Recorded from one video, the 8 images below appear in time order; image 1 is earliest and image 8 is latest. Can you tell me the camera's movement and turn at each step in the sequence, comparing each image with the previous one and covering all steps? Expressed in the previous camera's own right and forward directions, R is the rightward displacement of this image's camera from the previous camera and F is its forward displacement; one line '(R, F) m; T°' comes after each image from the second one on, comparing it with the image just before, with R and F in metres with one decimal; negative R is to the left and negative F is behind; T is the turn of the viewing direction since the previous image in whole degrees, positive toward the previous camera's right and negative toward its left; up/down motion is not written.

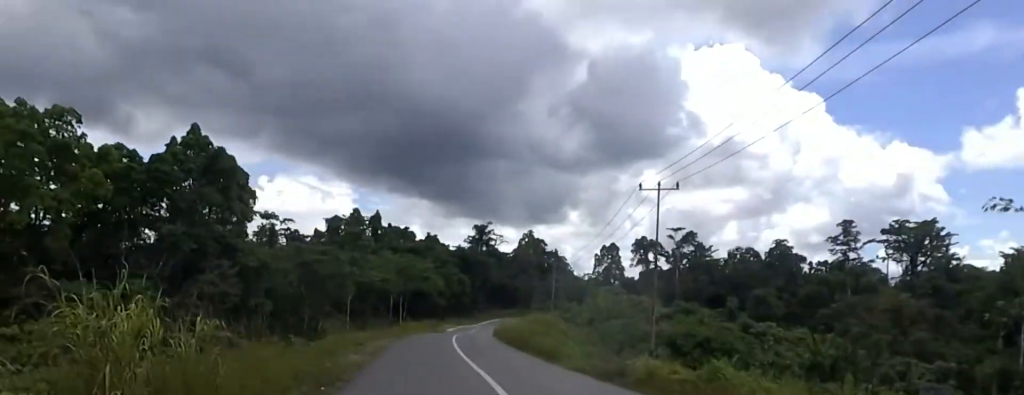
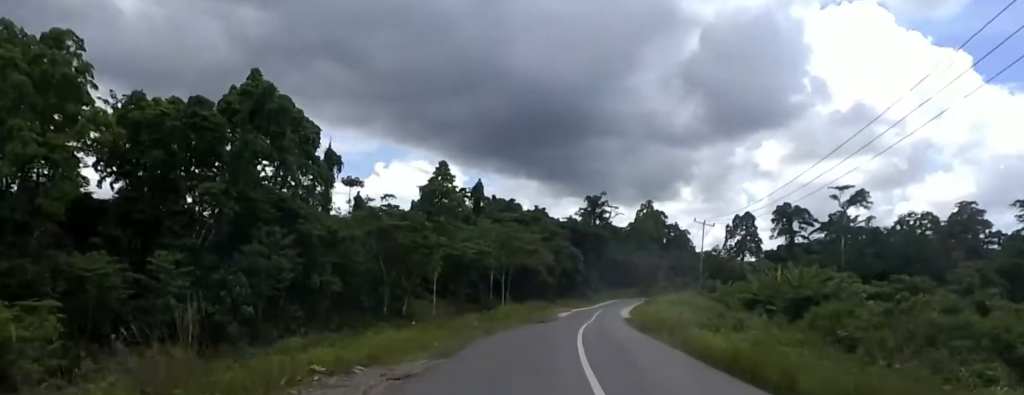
(+0.7, +17.8) m; +5°
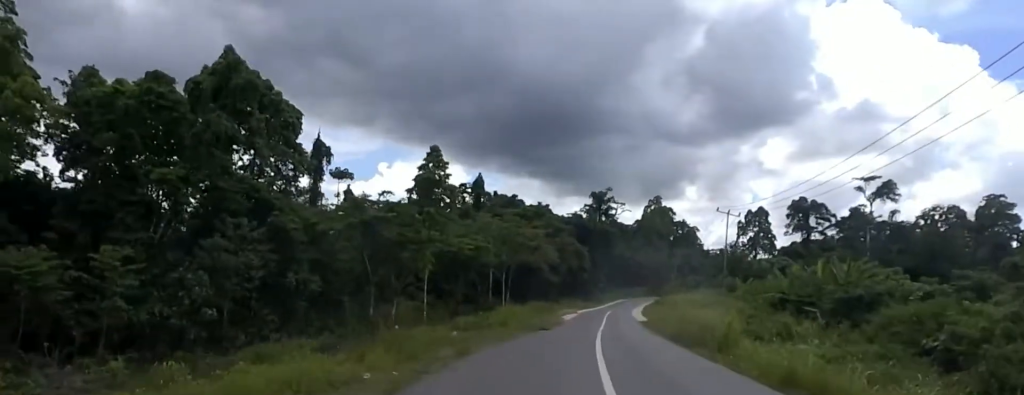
(+0.5, +5.9) m; +1°
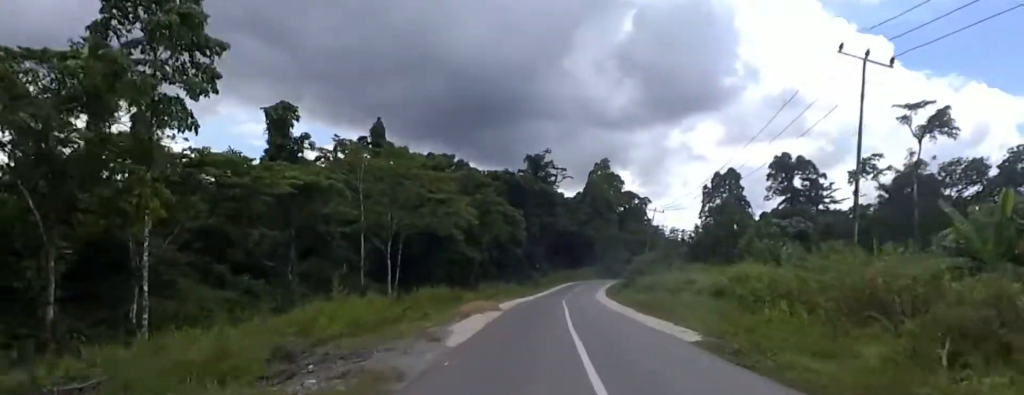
(-1.5, +32.3) m; 0°
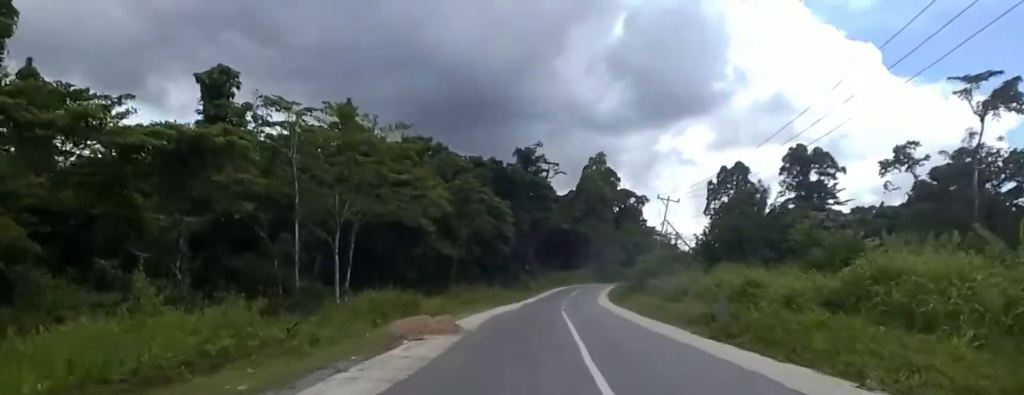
(+0.6, +11.1) m; -1°
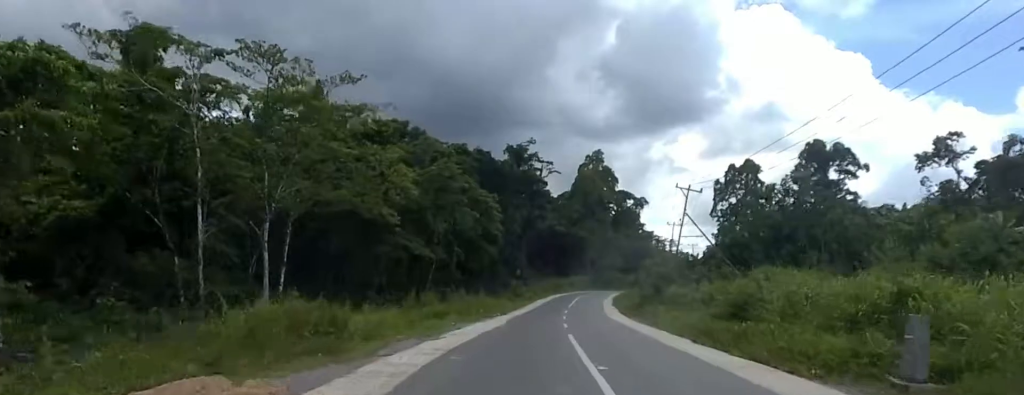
(-0.6, +10.0) m; -4°
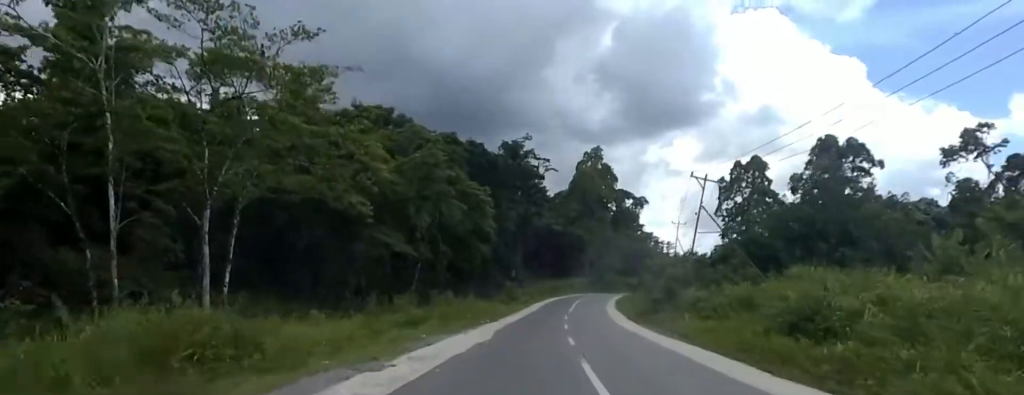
(-0.1, +5.4) m; +1°
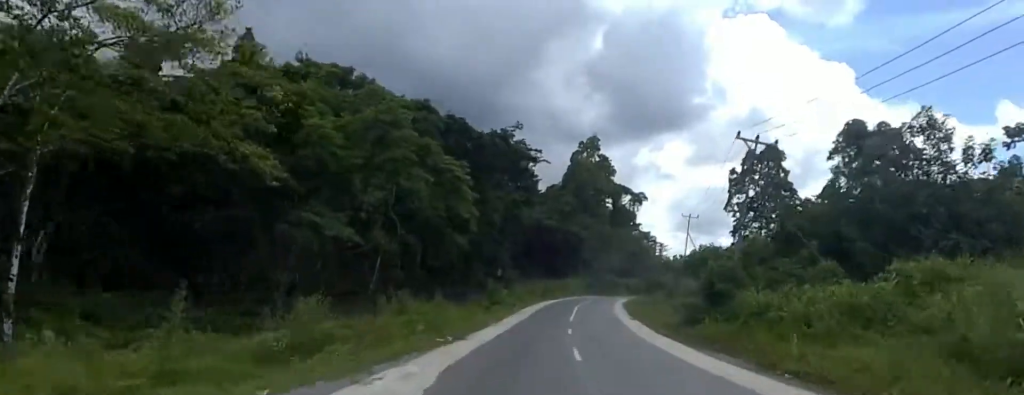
(-0.3, +10.8) m; +5°
